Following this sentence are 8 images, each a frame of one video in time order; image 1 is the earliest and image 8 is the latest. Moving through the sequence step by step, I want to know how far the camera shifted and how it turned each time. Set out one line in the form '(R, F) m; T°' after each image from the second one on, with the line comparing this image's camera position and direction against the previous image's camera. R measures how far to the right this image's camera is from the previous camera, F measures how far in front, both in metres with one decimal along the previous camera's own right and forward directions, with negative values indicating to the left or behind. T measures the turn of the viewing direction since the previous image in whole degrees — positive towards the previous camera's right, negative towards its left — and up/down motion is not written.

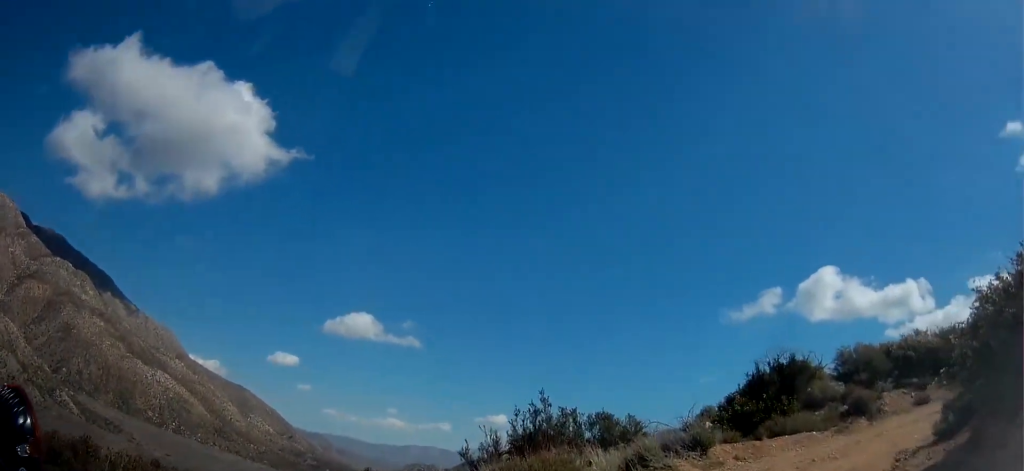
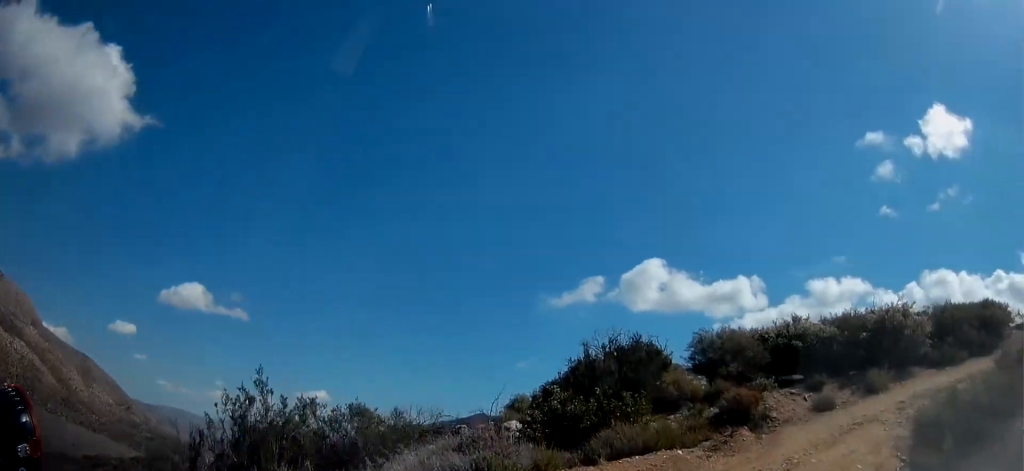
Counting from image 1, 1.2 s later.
(+0.4, +4.5) m; +8°
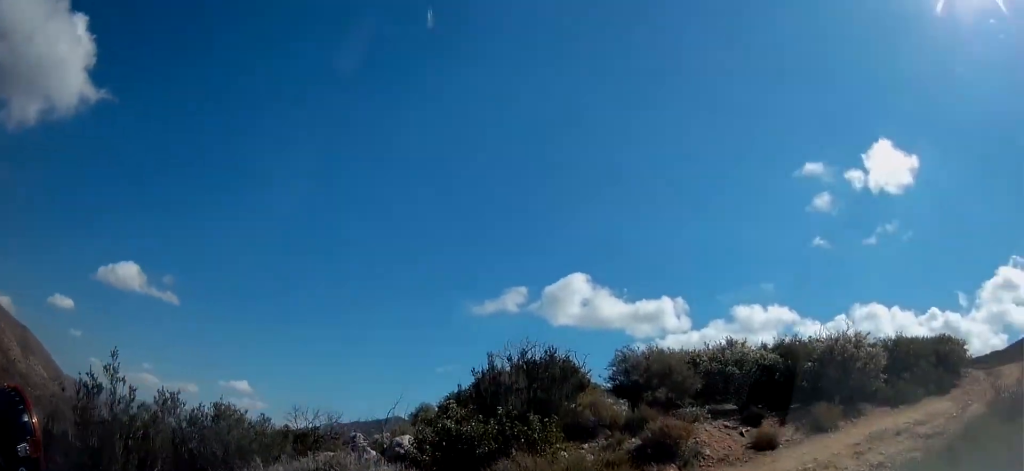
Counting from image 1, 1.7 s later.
(+0.1, +1.6) m; +8°
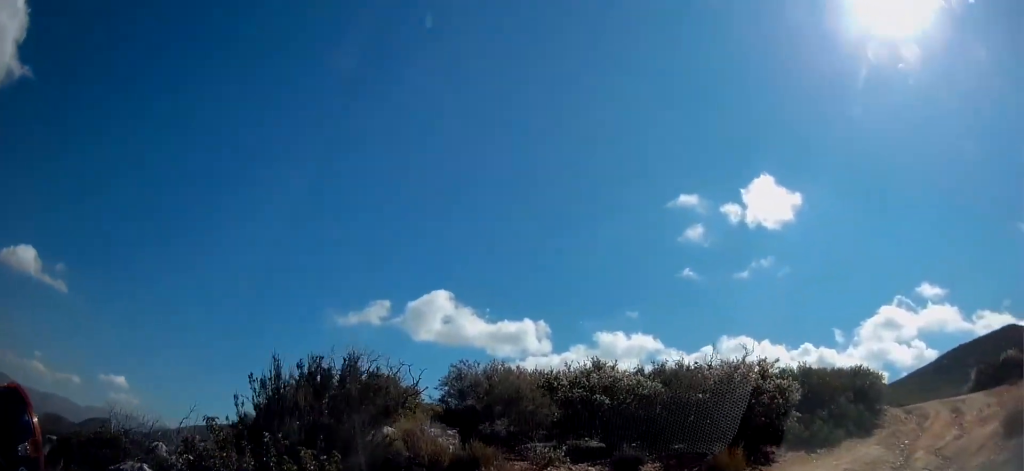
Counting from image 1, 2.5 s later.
(+0.1, +2.9) m; +21°
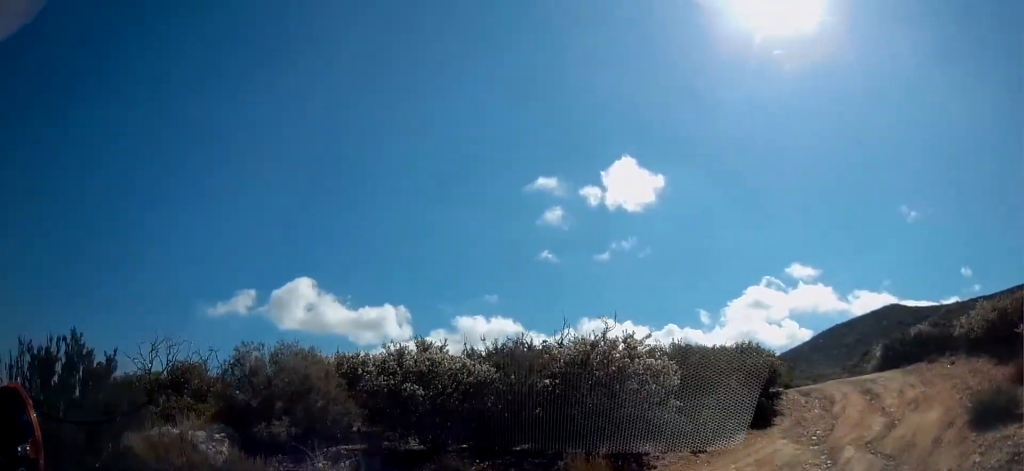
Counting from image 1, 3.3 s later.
(+0.8, +2.6) m; +21°
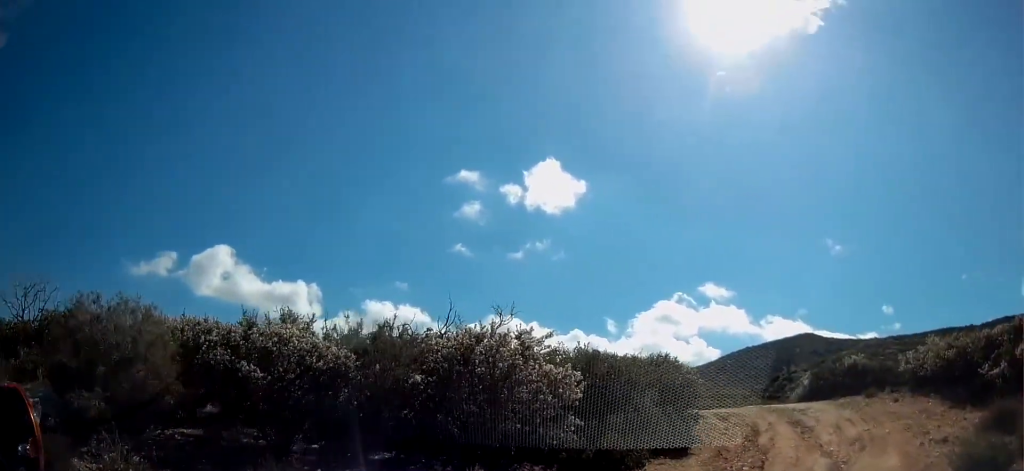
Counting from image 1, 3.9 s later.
(+0.2, +1.8) m; +5°
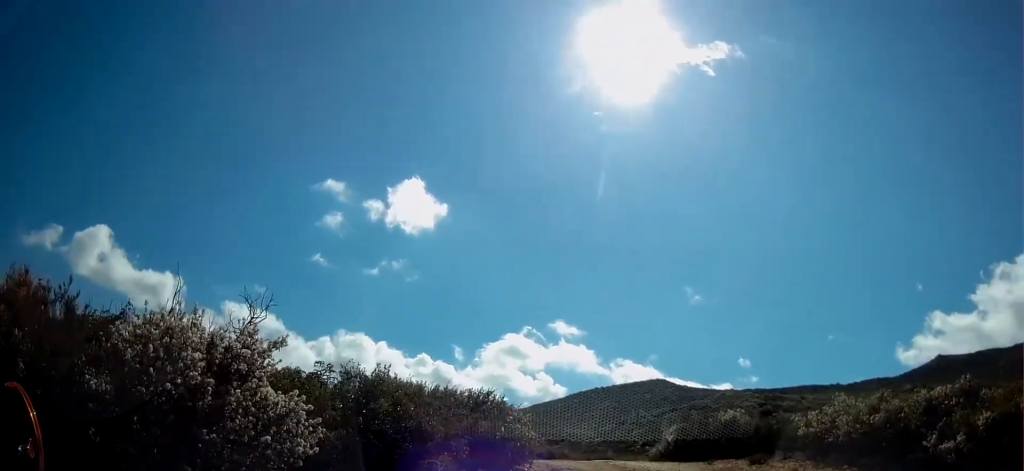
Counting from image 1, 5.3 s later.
(+0.2, +3.8) m; +9°
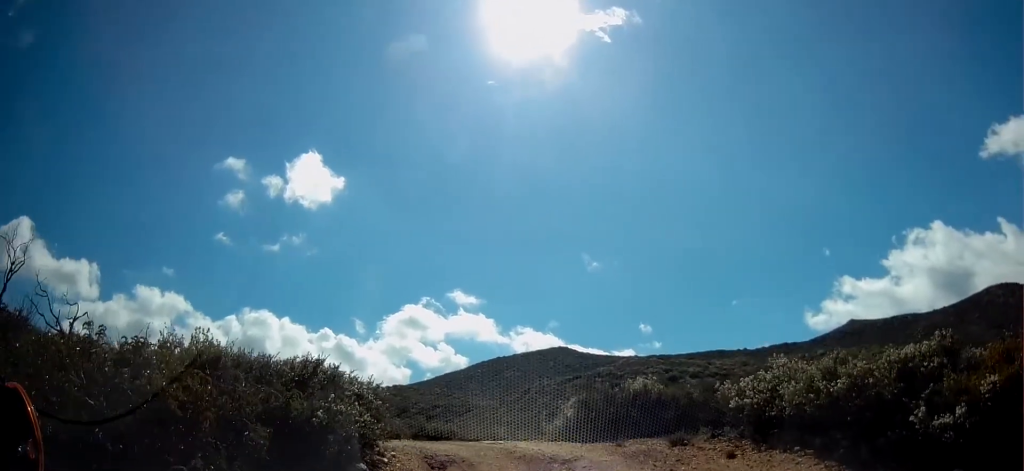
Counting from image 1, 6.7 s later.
(+0.5, +2.7) m; +13°
